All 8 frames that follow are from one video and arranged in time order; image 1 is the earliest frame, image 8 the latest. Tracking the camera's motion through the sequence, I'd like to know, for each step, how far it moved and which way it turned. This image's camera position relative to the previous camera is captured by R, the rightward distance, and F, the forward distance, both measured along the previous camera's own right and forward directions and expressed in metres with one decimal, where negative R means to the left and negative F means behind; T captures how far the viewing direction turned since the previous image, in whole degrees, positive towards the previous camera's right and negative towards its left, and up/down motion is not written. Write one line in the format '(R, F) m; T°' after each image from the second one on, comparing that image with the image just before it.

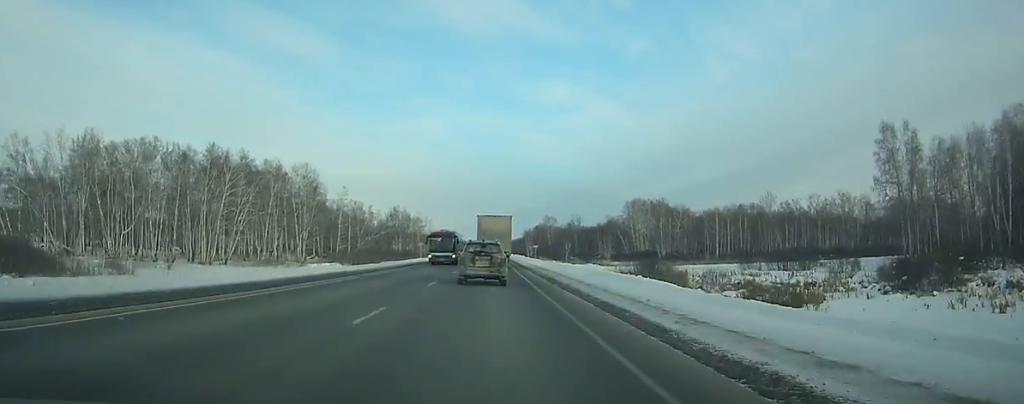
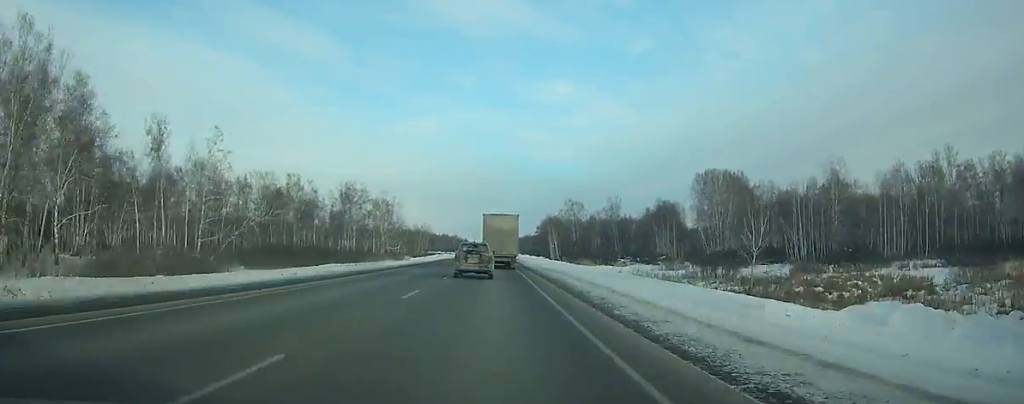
(-0.1, +90.0) m; 0°
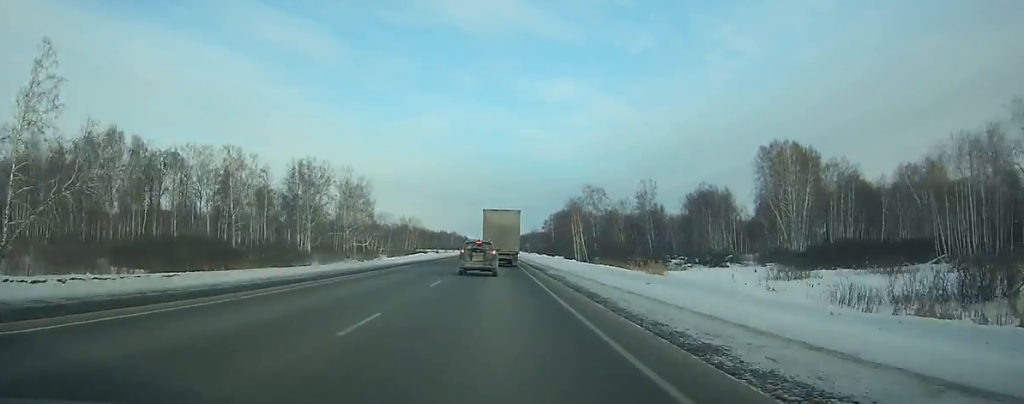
(+0.1, +42.2) m; 0°
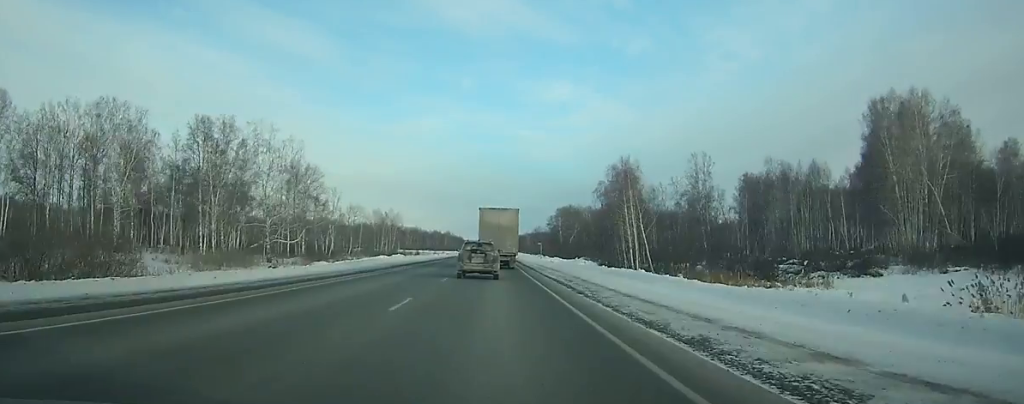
(-0.1, +42.3) m; 0°
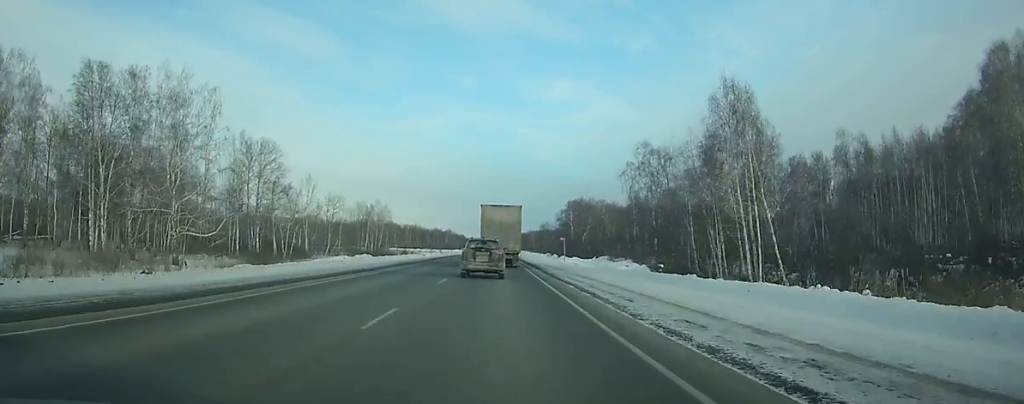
(0.0, +27.5) m; 0°
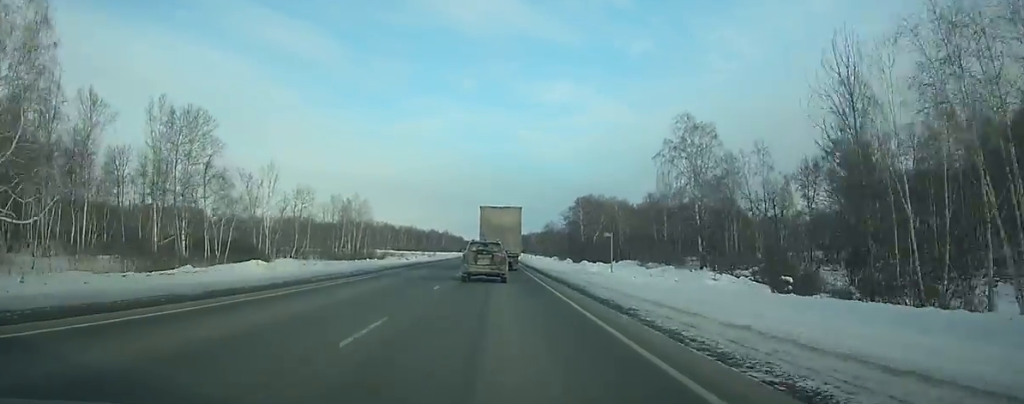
(0.0, +25.3) m; 0°
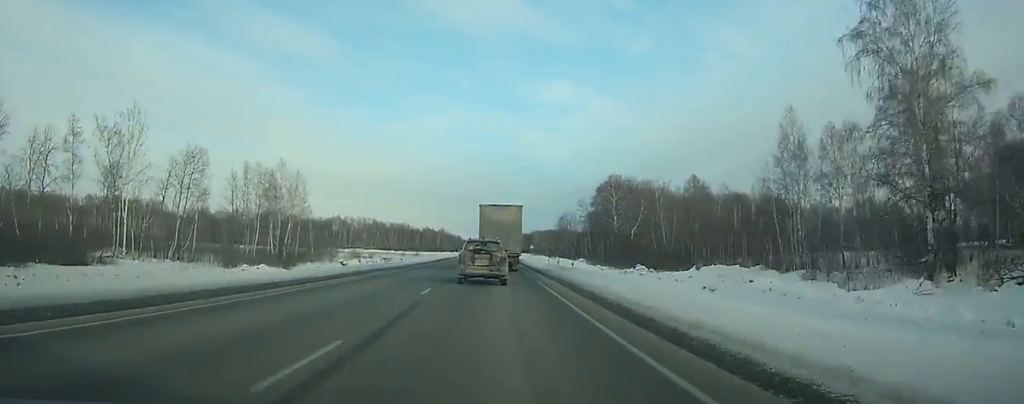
(0.0, +50.4) m; 0°
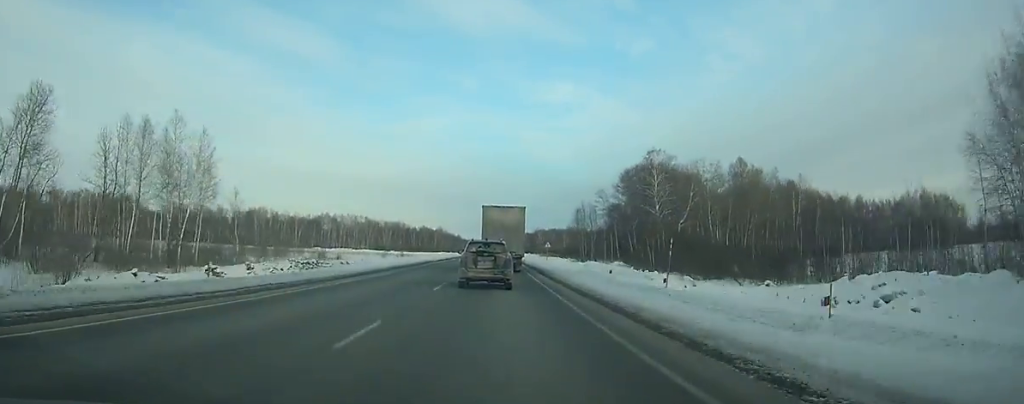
(+0.1, +33.4) m; 0°
